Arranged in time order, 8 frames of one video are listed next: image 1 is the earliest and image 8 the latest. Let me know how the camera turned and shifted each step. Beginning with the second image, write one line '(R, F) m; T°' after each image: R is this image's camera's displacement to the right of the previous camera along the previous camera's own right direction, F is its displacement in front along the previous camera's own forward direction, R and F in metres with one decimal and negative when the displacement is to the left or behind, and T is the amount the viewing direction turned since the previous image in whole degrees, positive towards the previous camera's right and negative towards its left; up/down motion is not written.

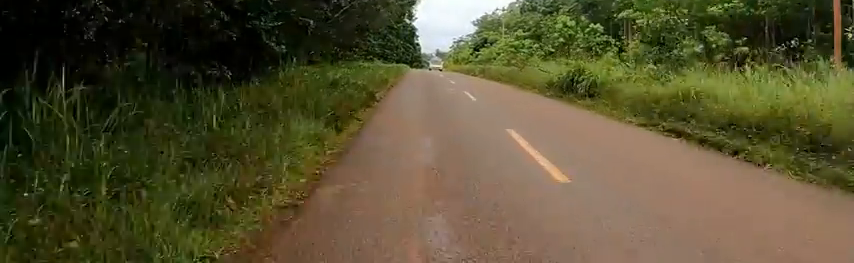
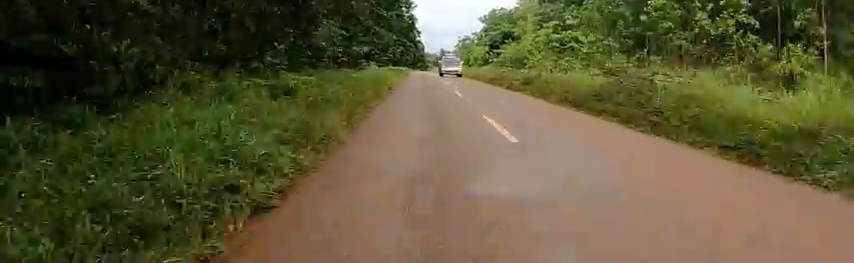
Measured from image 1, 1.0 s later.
(0.0, +14.1) m; 0°
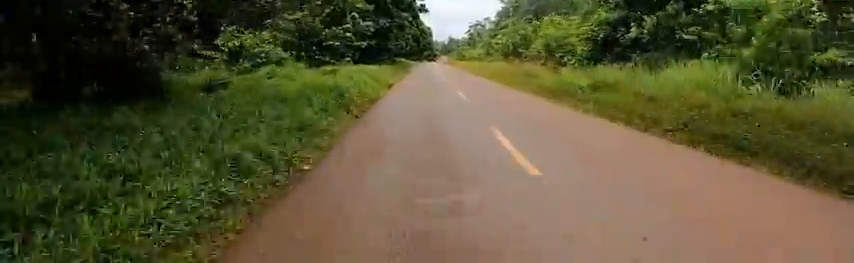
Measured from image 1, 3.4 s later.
(-1.7, +33.8) m; 0°
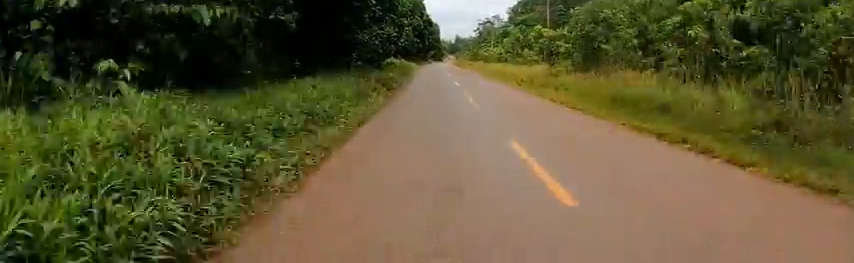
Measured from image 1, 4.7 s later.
(+0.5, +17.6) m; 0°
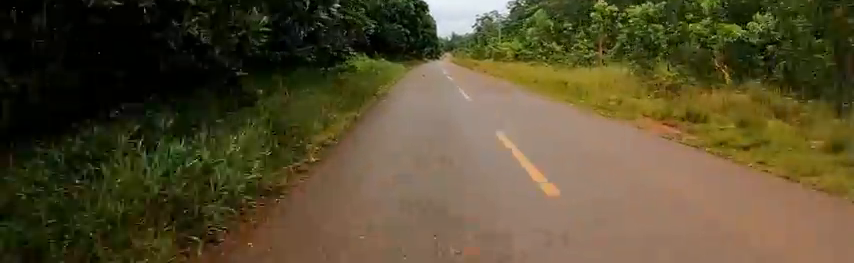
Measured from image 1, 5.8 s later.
(-0.5, +16.3) m; -2°
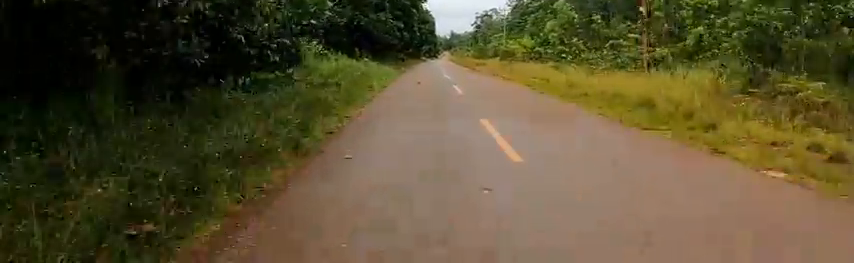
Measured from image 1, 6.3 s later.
(-0.1, +6.7) m; 0°
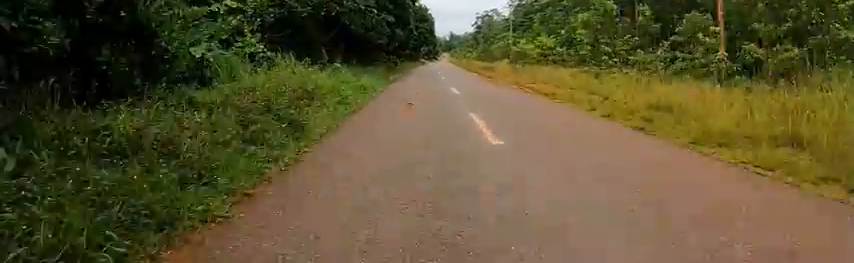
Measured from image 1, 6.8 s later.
(0.0, +7.1) m; 0°
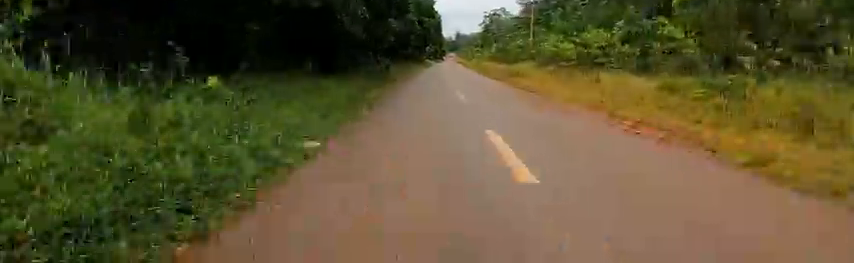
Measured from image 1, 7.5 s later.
(0.0, +10.4) m; +2°
